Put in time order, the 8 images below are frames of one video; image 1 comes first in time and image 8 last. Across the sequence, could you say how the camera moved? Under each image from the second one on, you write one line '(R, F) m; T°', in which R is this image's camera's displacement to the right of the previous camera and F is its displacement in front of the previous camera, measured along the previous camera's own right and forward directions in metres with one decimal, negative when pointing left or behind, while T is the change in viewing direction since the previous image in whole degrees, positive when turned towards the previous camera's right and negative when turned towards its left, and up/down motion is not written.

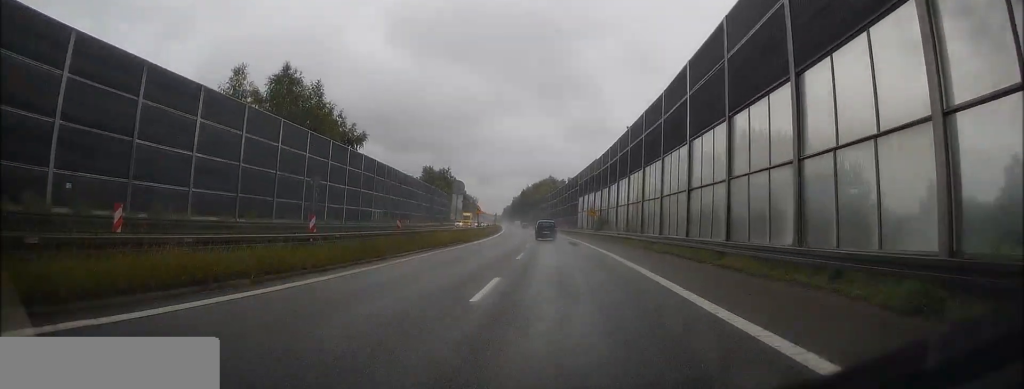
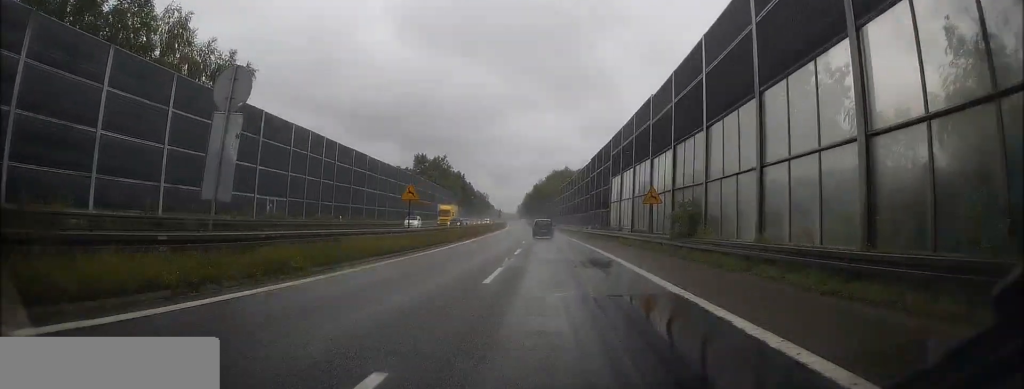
(-0.7, +33.1) m; -2°
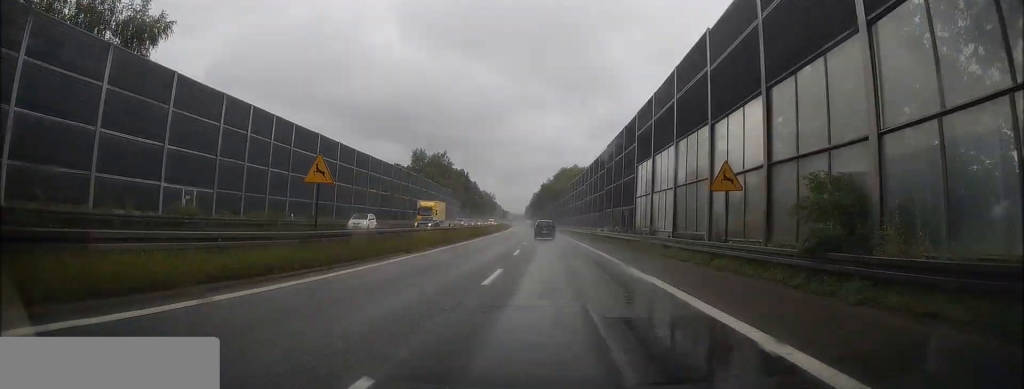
(0.0, +12.2) m; -1°
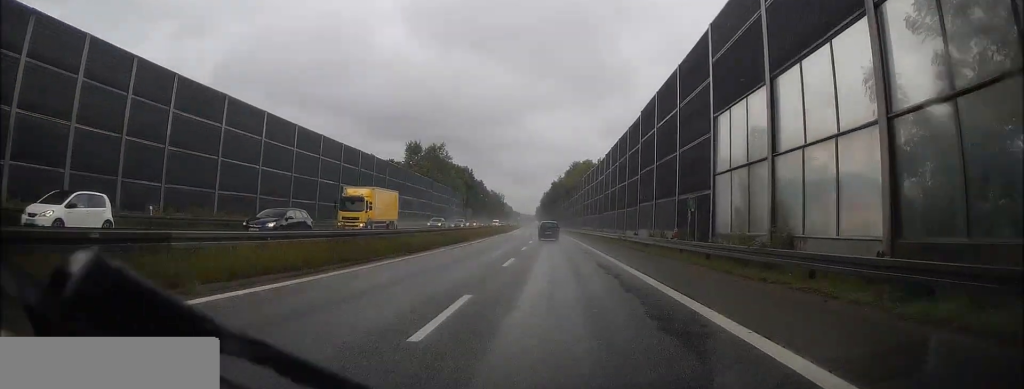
(-0.3, +18.0) m; -1°
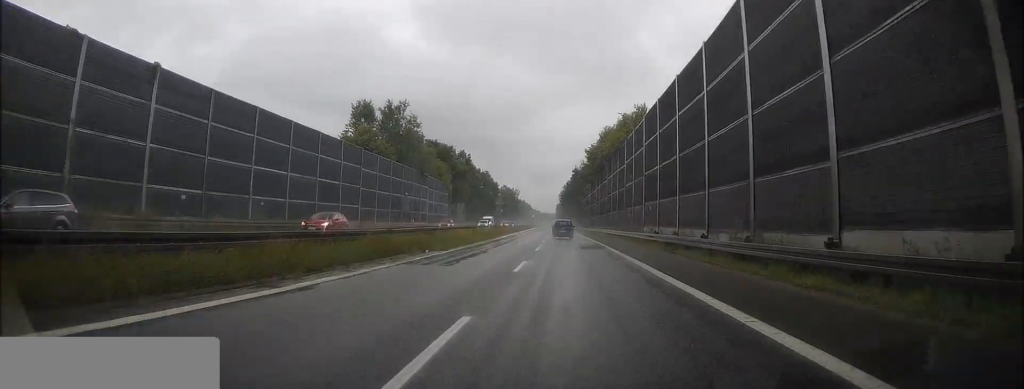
(-1.0, +50.0) m; -2°
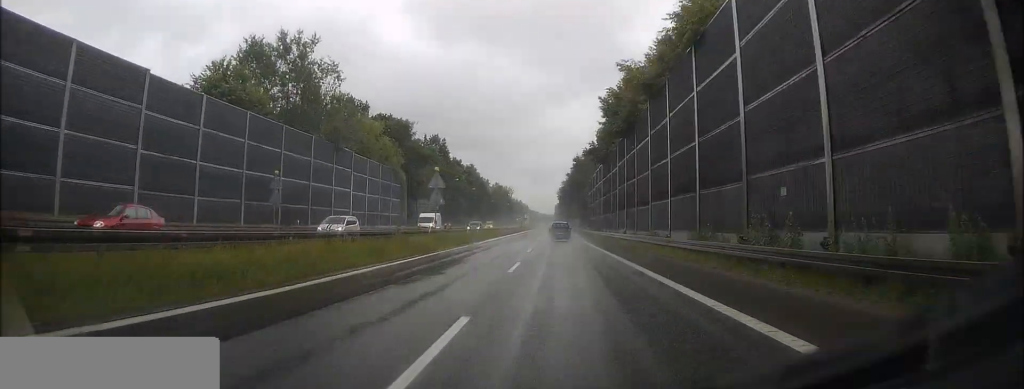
(-0.1, +35.8) m; 0°
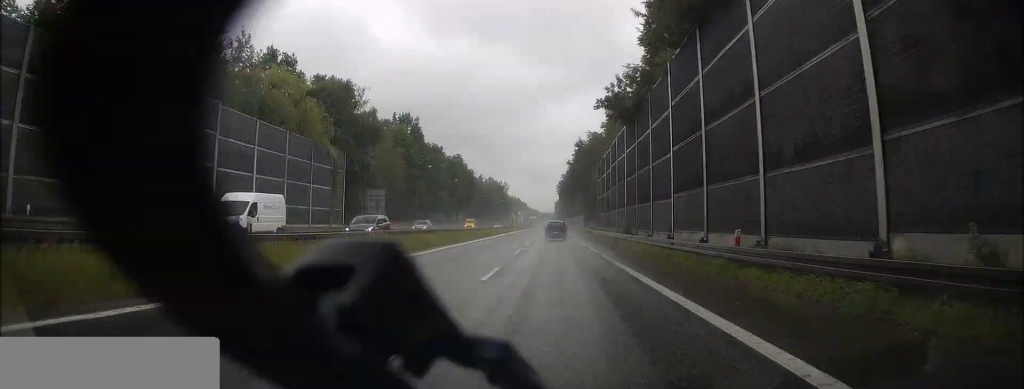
(+0.1, +26.8) m; 0°
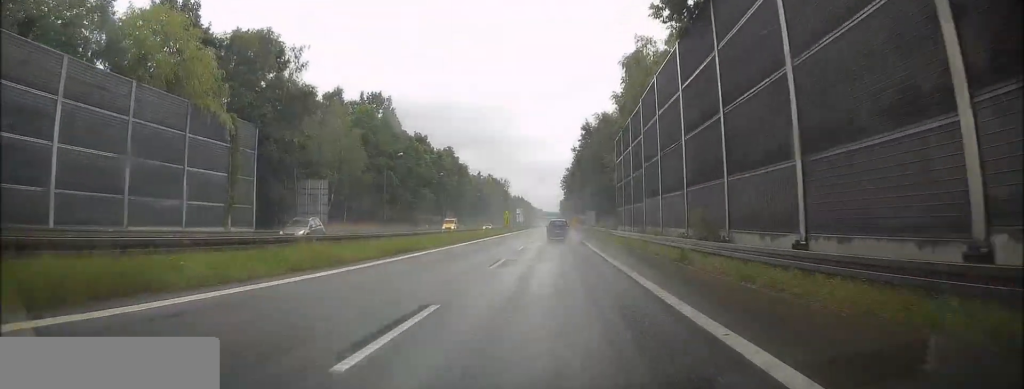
(0.0, +20.7) m; 0°
